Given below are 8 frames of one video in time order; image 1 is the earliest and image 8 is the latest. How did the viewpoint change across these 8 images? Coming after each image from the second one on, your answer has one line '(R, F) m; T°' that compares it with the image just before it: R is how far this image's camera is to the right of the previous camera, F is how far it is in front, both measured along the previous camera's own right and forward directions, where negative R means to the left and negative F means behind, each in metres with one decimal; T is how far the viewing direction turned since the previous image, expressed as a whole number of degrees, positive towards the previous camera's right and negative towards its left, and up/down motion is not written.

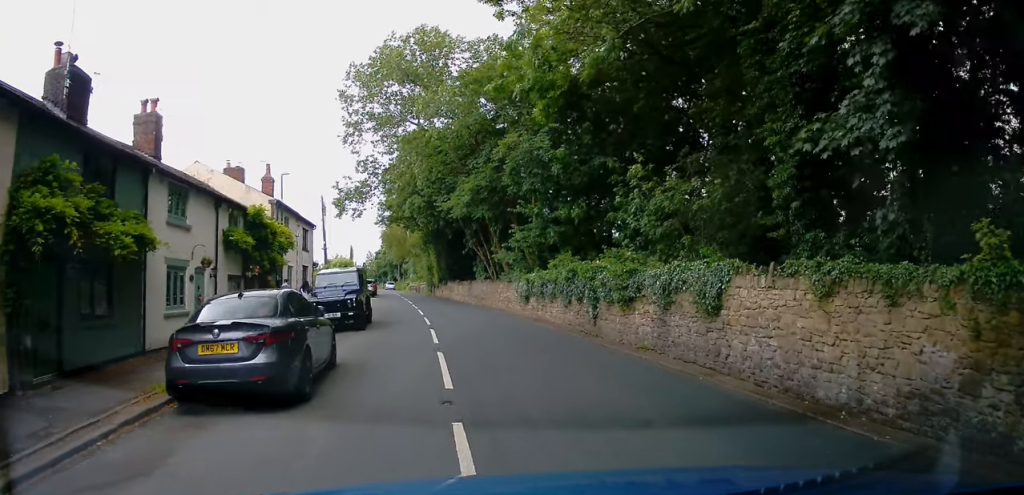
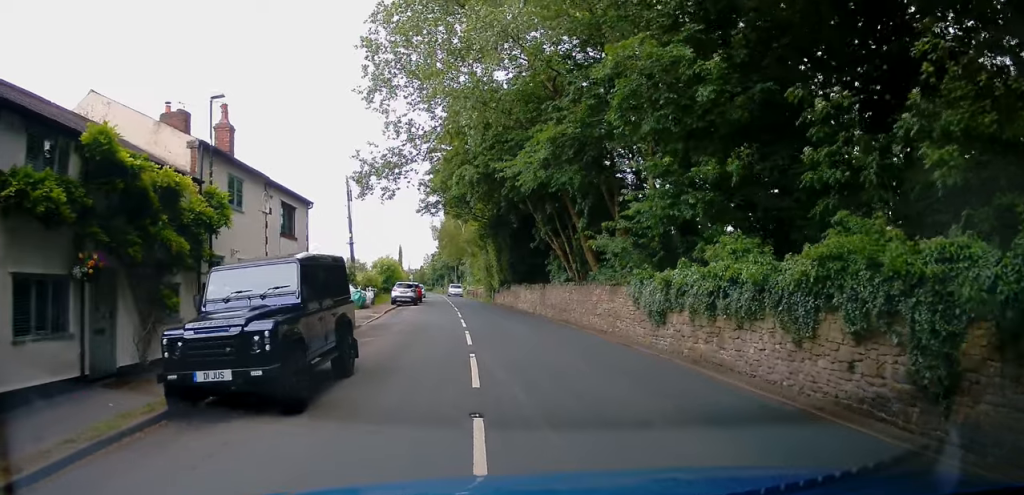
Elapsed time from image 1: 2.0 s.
(-0.3, +11.4) m; -5°
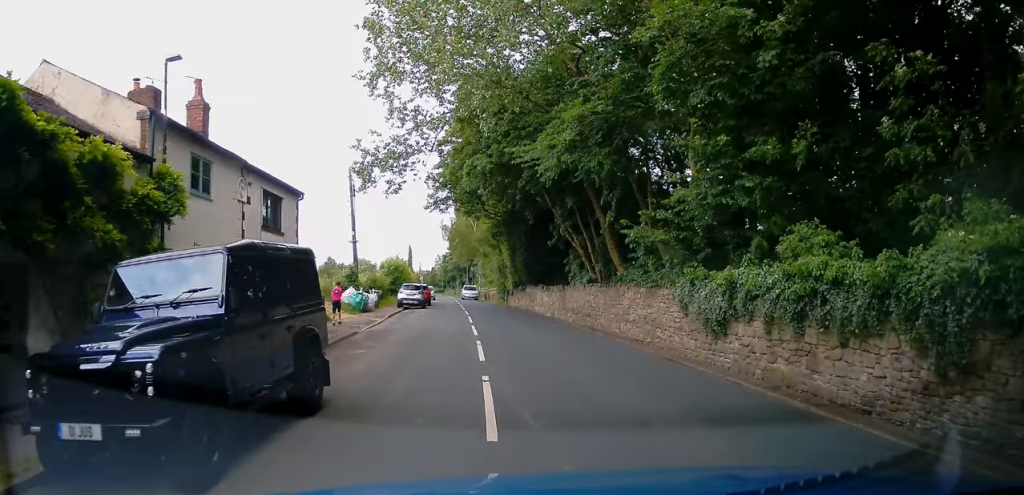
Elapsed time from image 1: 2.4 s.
(-0.2, +2.7) m; 0°
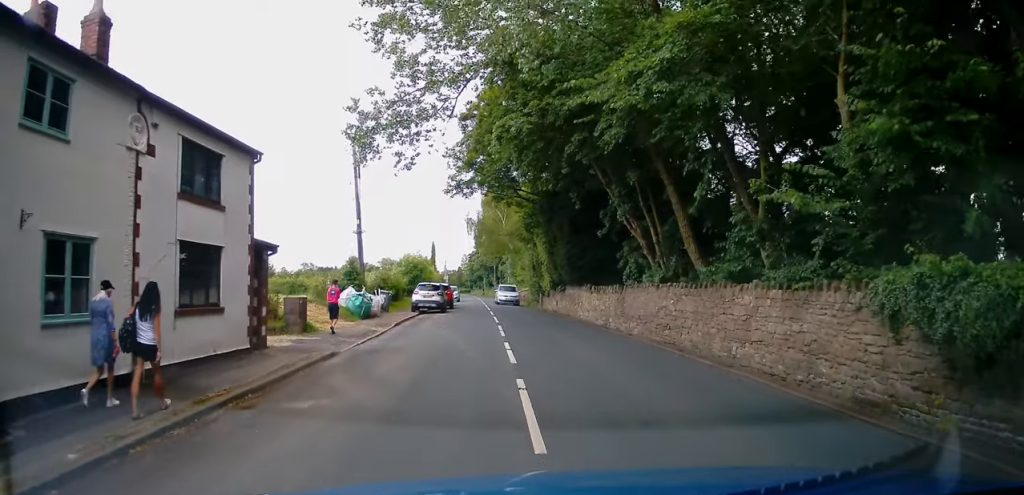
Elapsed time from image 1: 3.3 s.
(+0.1, +6.3) m; 0°
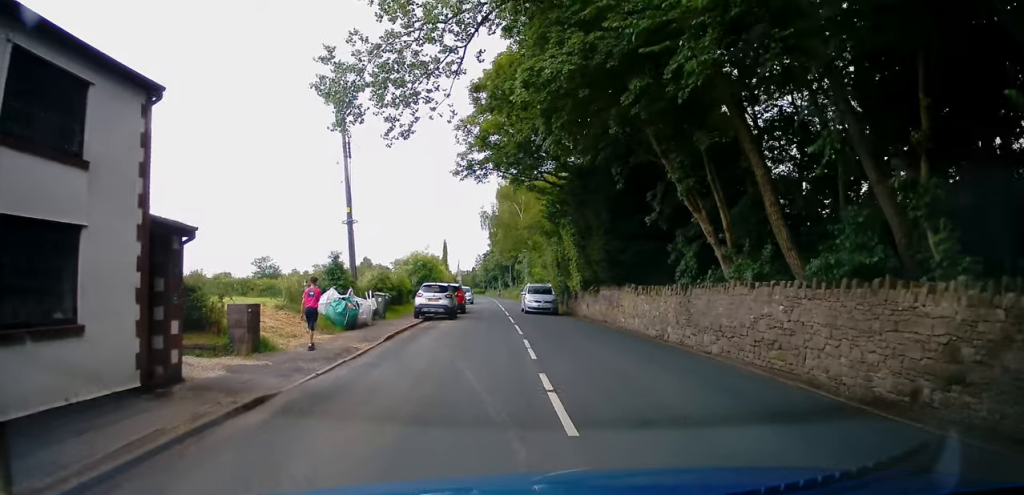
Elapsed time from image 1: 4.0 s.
(+0.1, +5.3) m; -1°
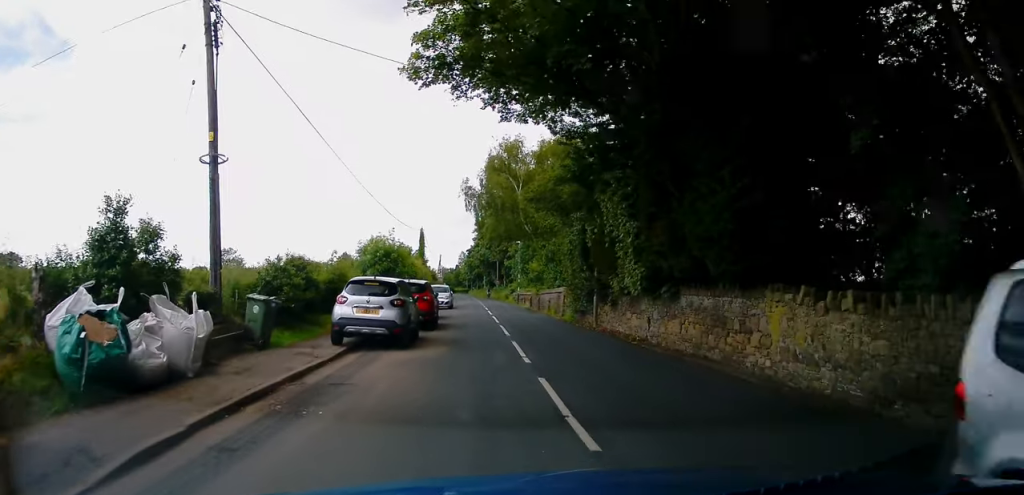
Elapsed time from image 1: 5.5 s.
(-0.5, +12.3) m; -2°
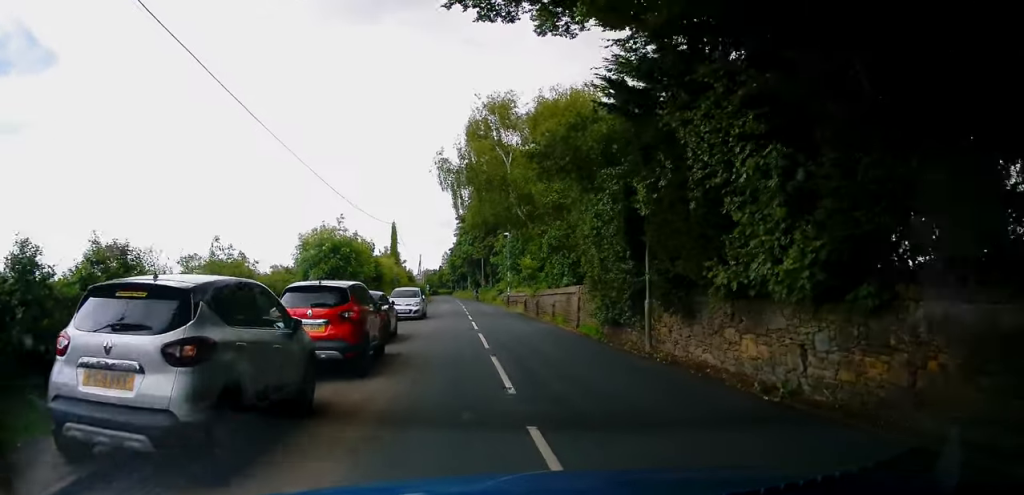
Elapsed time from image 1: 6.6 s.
(0.0, +8.8) m; 0°
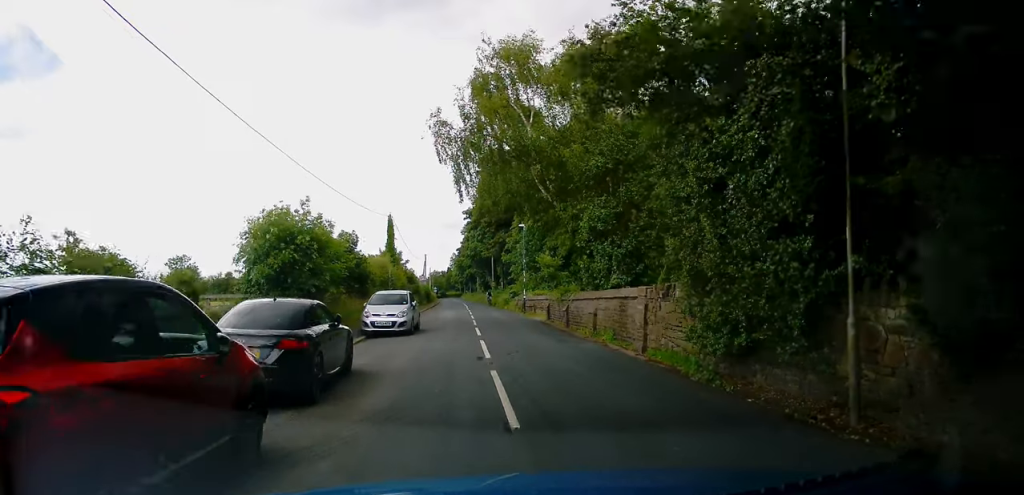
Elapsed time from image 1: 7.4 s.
(+0.1, +7.8) m; +1°
